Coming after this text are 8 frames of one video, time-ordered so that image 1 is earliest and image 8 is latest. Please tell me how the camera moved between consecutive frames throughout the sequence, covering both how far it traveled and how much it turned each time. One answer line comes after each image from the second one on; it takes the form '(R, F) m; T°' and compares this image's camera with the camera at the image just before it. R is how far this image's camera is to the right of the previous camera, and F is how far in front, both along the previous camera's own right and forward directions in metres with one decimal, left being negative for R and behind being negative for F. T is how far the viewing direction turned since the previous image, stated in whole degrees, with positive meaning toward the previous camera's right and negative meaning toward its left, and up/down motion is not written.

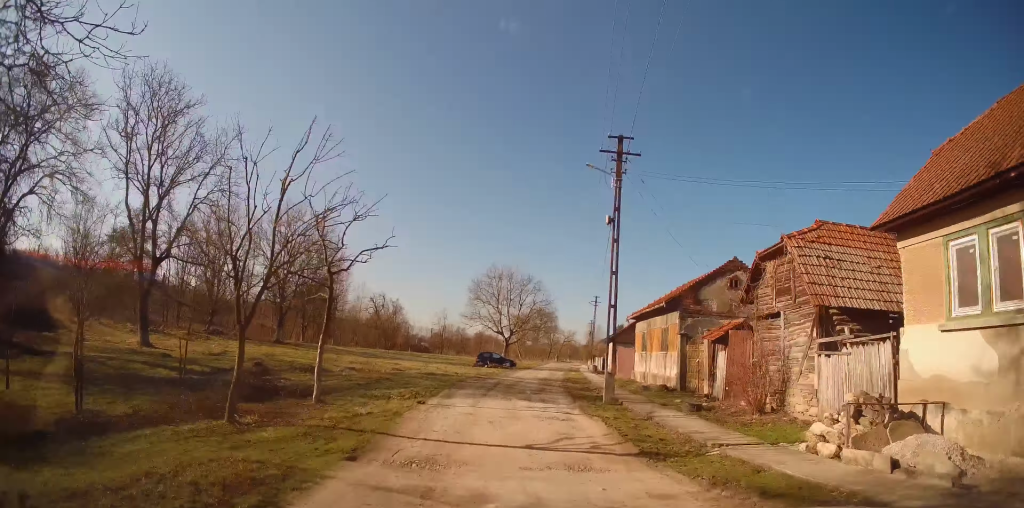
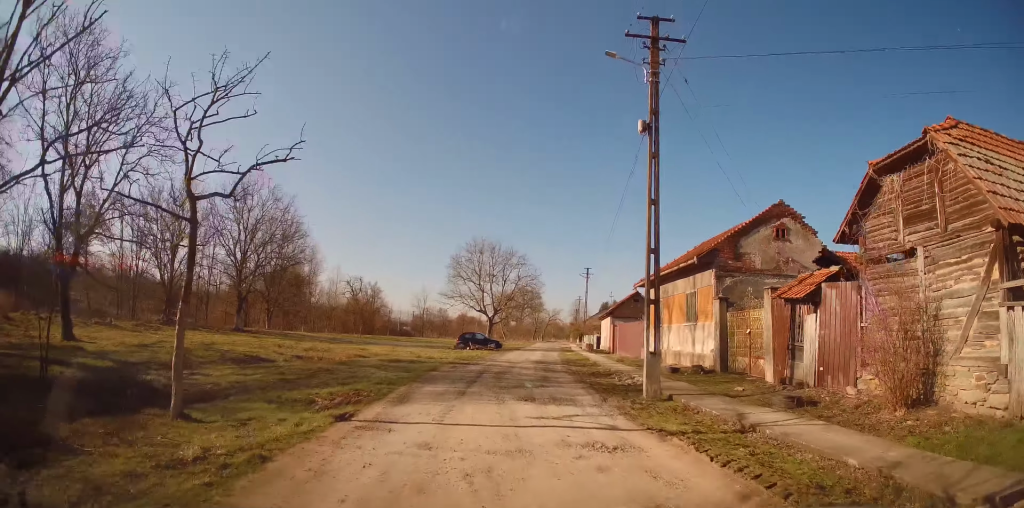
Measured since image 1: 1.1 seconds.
(-0.2, +6.1) m; 0°
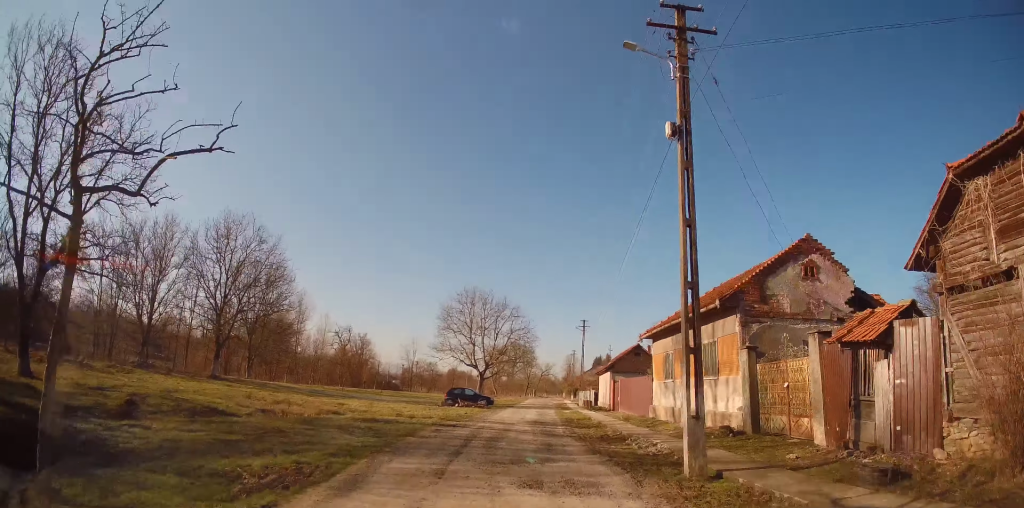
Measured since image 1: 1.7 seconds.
(-0.1, +3.0) m; +2°
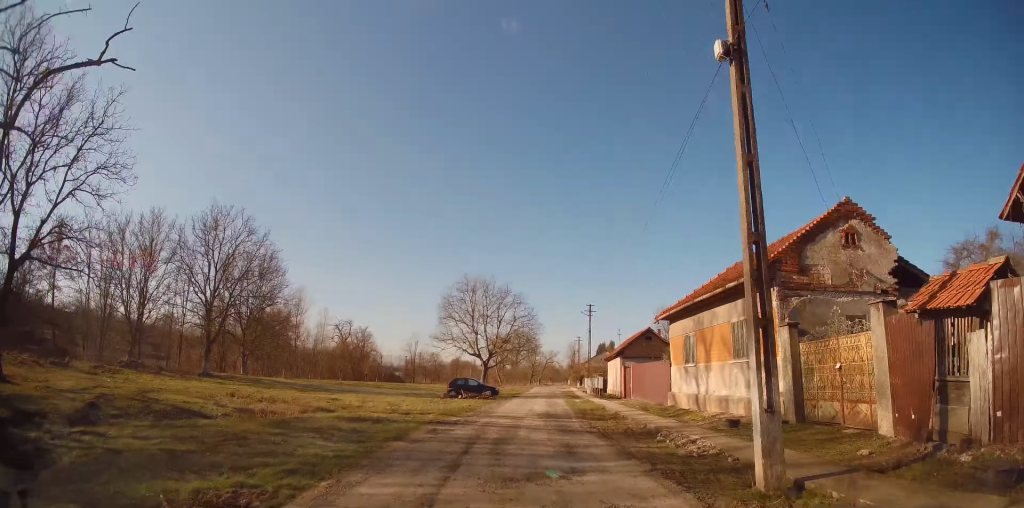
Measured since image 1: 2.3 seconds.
(+0.2, +2.6) m; 0°
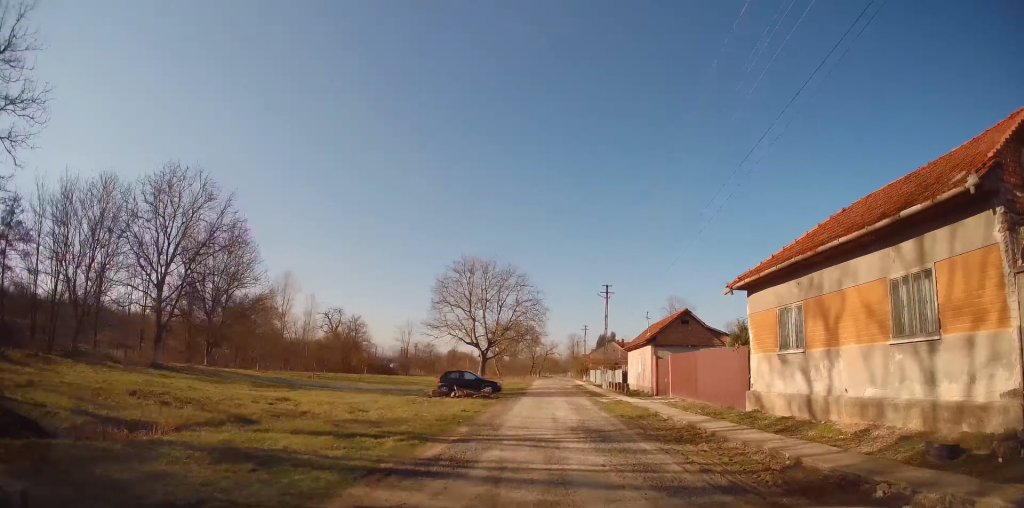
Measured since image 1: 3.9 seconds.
(-0.3, +7.3) m; -2°
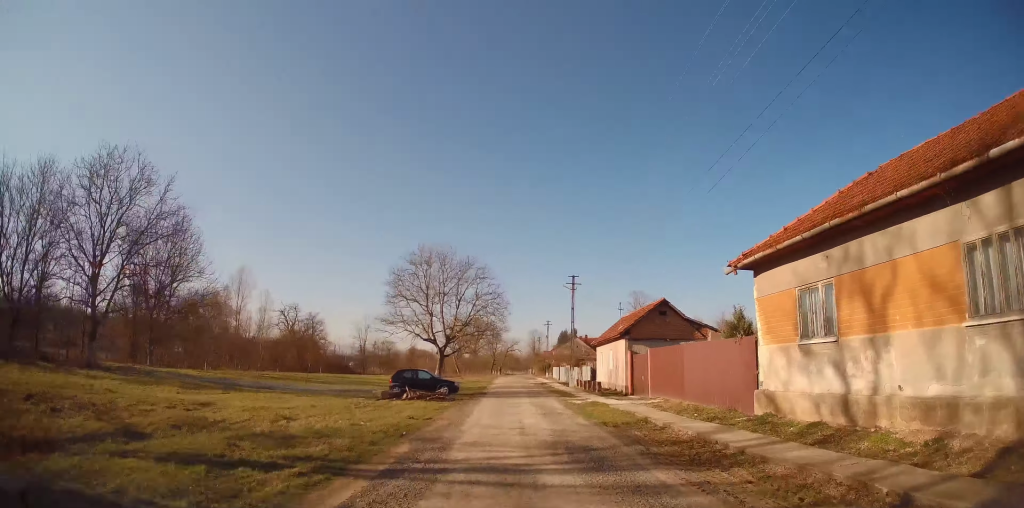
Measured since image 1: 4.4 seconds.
(0.0, +2.3) m; +2°
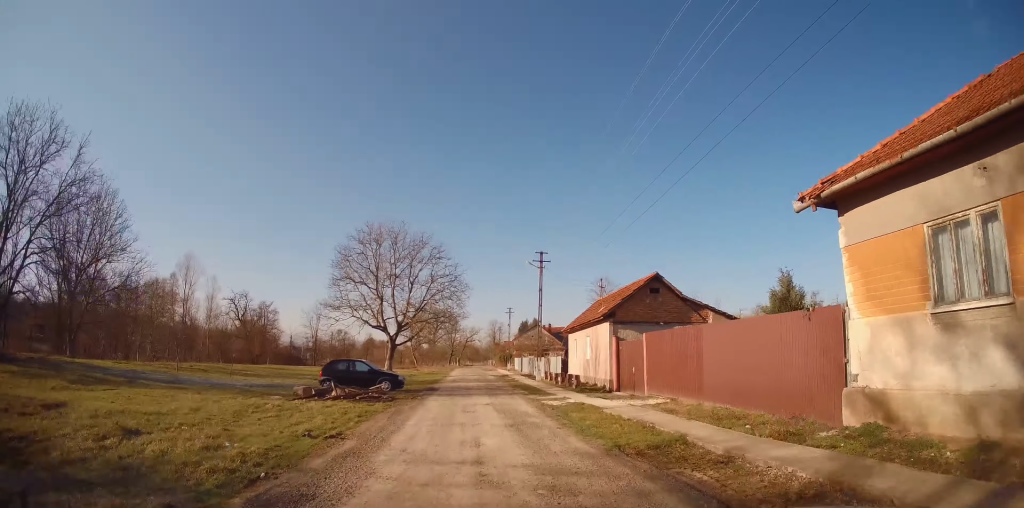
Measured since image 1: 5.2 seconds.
(+0.1, +4.2) m; +4°
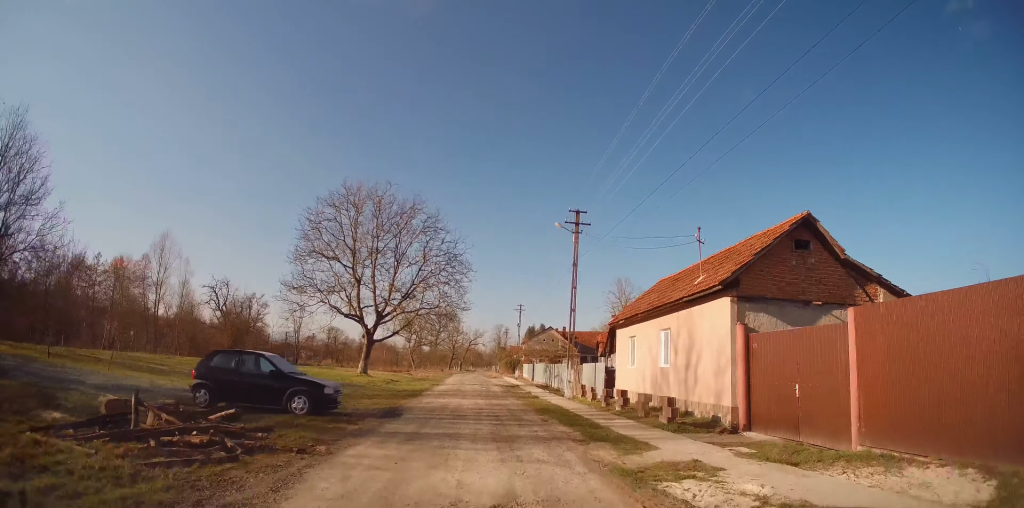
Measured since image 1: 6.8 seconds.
(+0.5, +9.7) m; +4°
